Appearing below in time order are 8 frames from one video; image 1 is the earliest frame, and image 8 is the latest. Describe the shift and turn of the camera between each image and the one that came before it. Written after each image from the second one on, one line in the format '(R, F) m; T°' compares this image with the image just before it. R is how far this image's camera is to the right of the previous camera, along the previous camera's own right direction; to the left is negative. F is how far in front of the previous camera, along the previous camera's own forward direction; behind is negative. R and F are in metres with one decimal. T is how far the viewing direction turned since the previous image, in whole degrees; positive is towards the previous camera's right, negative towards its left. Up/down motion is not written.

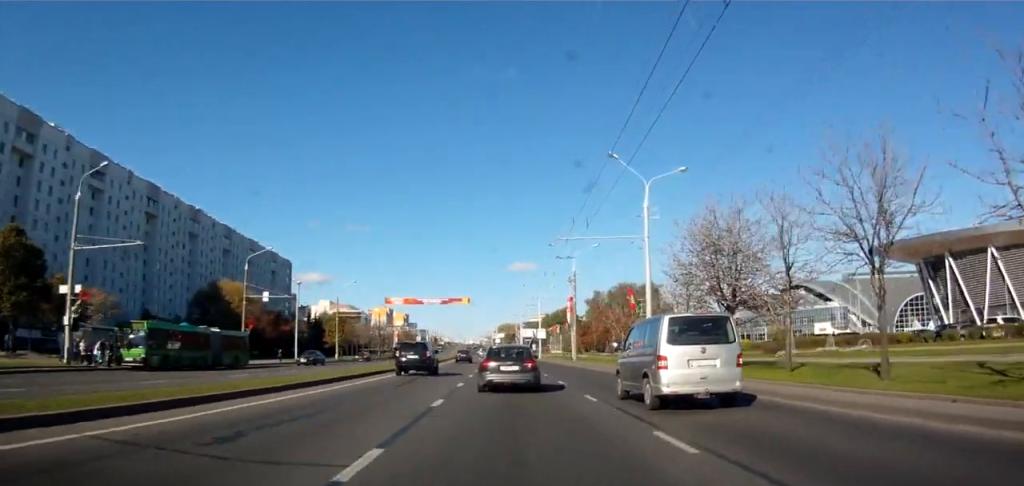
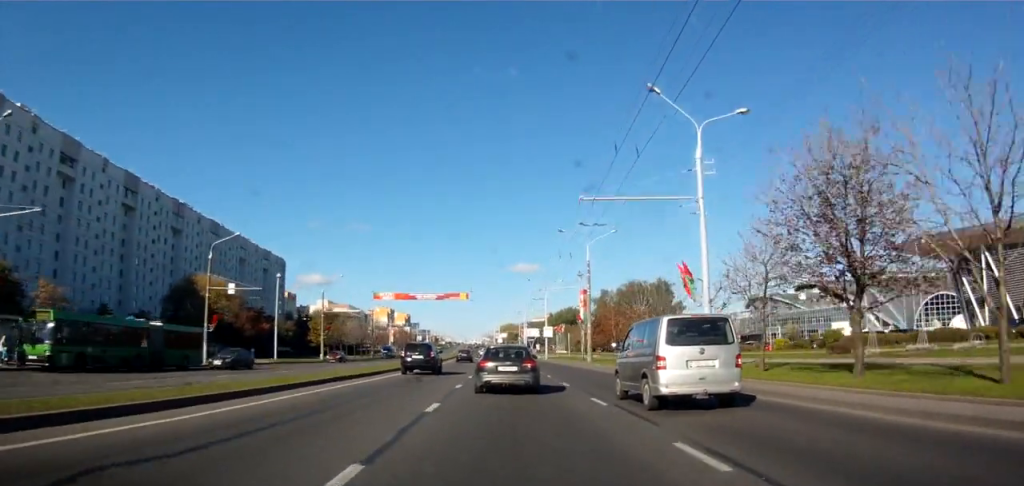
(0.0, +9.0) m; 0°
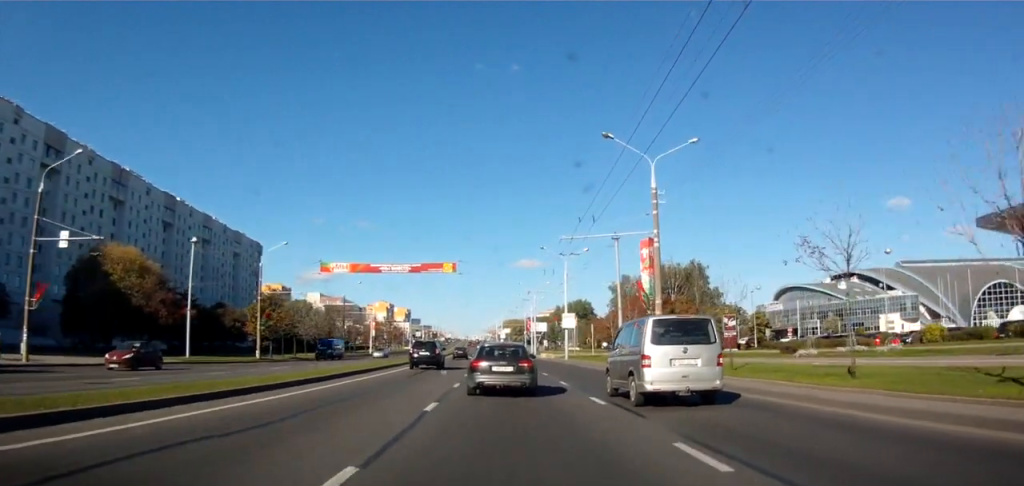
(-0.3, +24.5) m; -1°
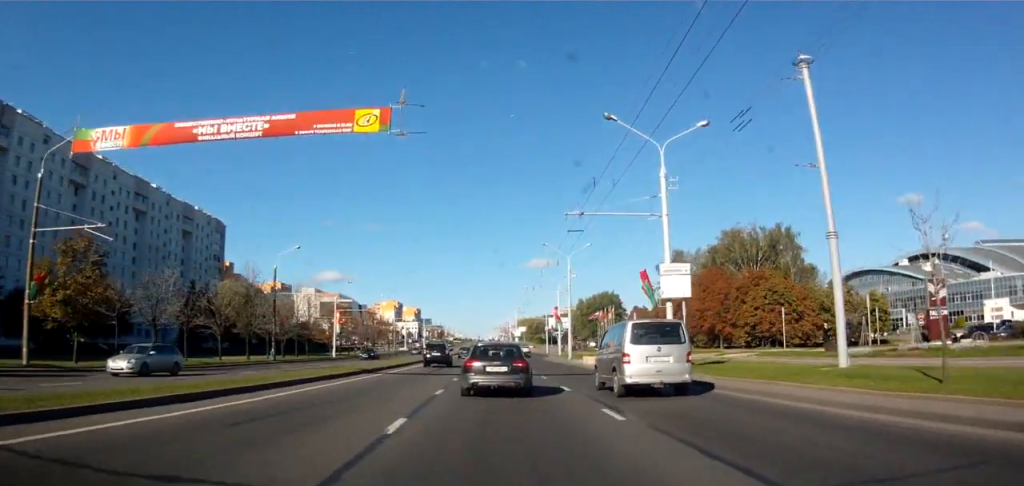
(-0.2, +35.5) m; -2°
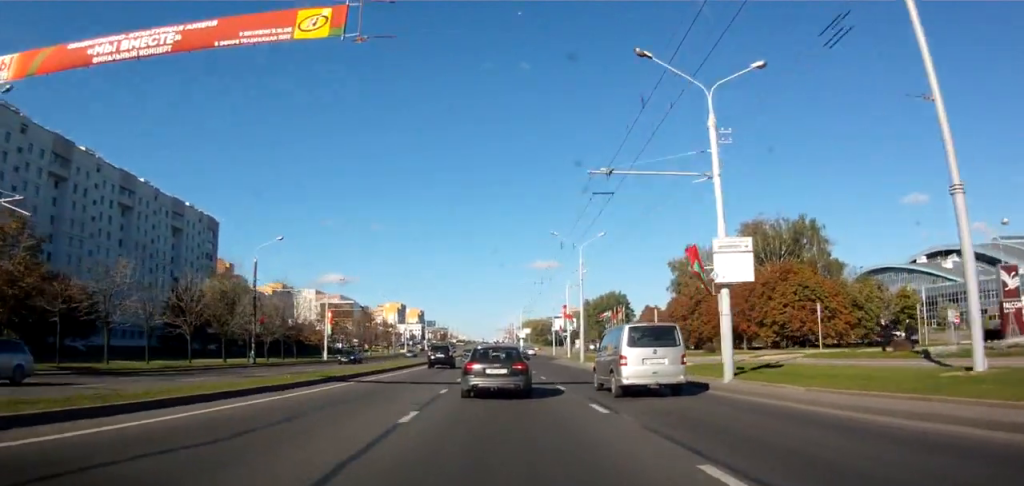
(0.0, +6.5) m; 0°
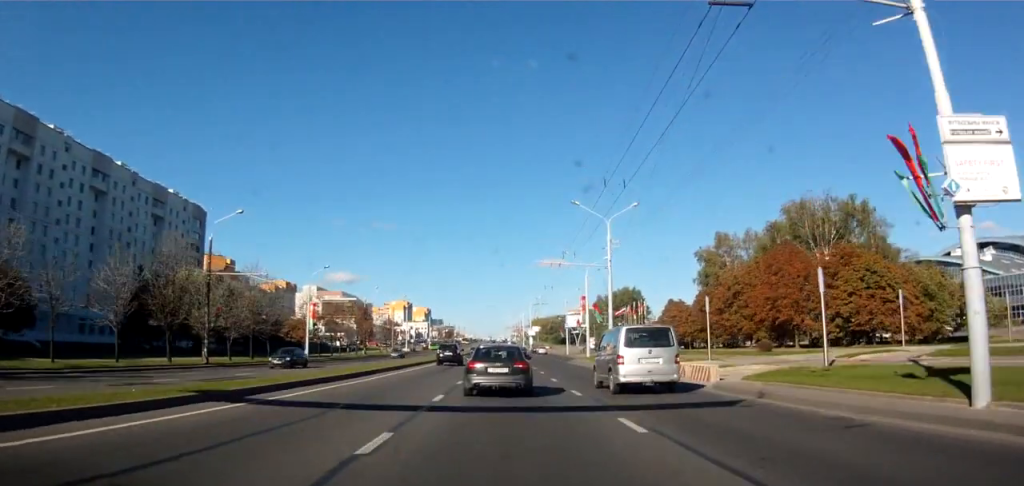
(-0.3, +11.6) m; 0°
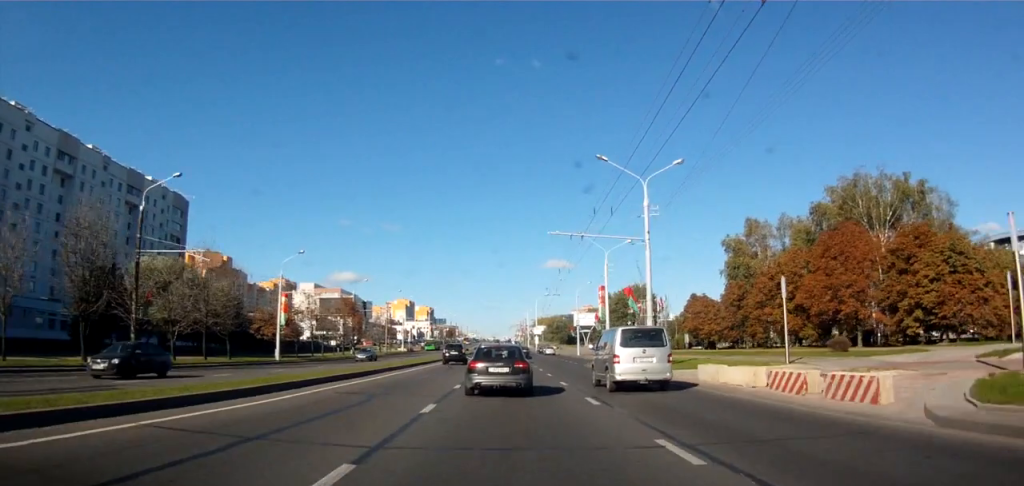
(+0.2, +10.3) m; 0°
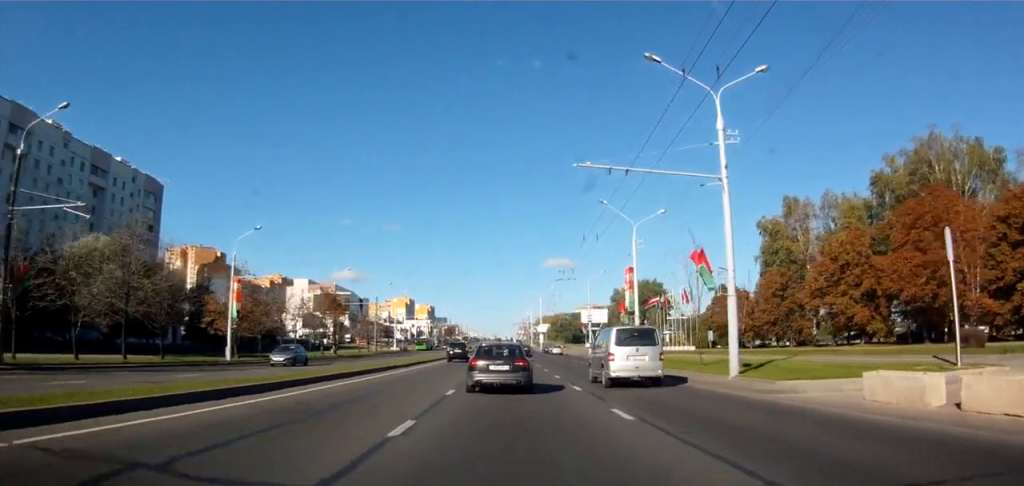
(+0.1, +12.2) m; 0°
